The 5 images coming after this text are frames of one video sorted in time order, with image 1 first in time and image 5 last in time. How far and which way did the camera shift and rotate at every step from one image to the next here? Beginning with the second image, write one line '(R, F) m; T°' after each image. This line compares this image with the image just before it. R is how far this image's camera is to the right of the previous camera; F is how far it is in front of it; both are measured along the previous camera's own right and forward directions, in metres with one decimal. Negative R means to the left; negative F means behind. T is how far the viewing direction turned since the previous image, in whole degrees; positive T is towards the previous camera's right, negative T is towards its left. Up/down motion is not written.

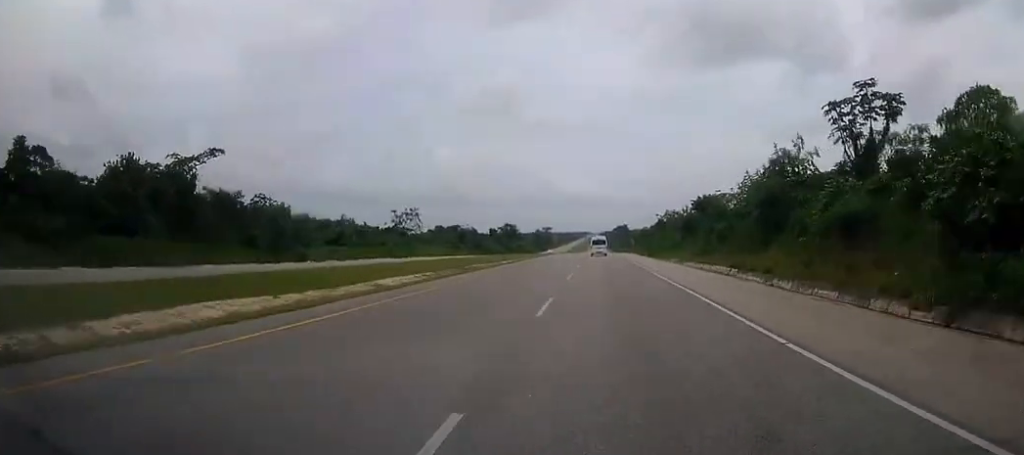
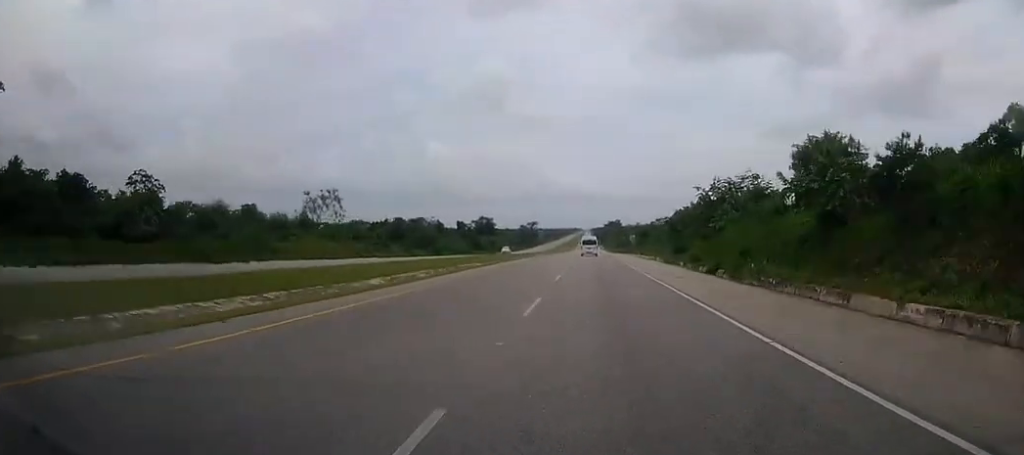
(-0.1, +48.9) m; 0°
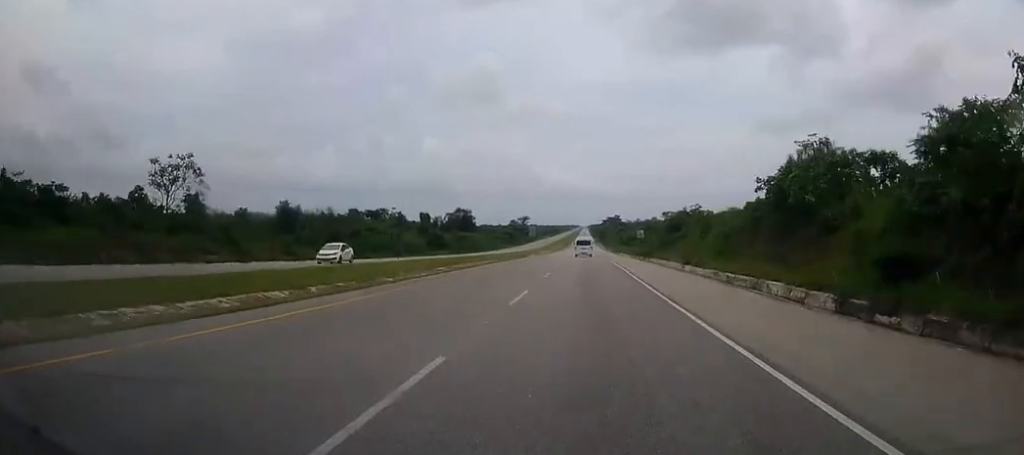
(+0.3, +46.0) m; 0°
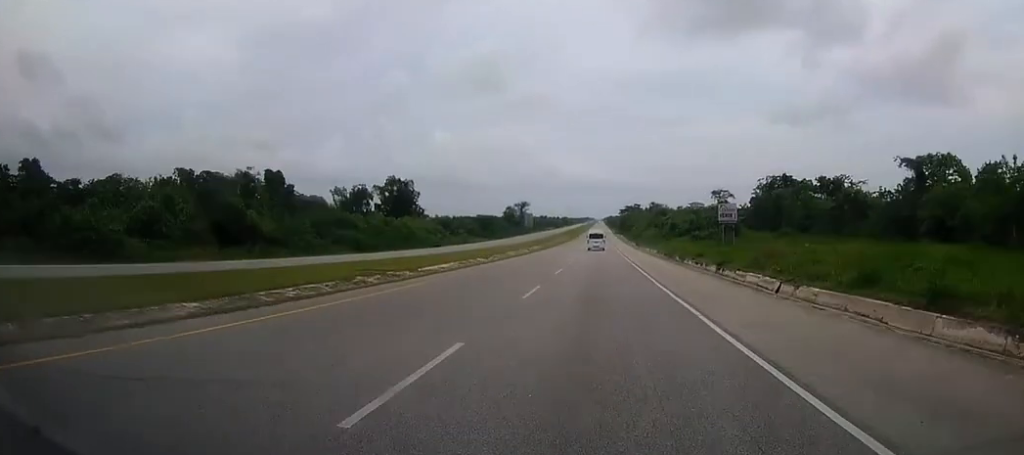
(-0.4, +93.8) m; -1°
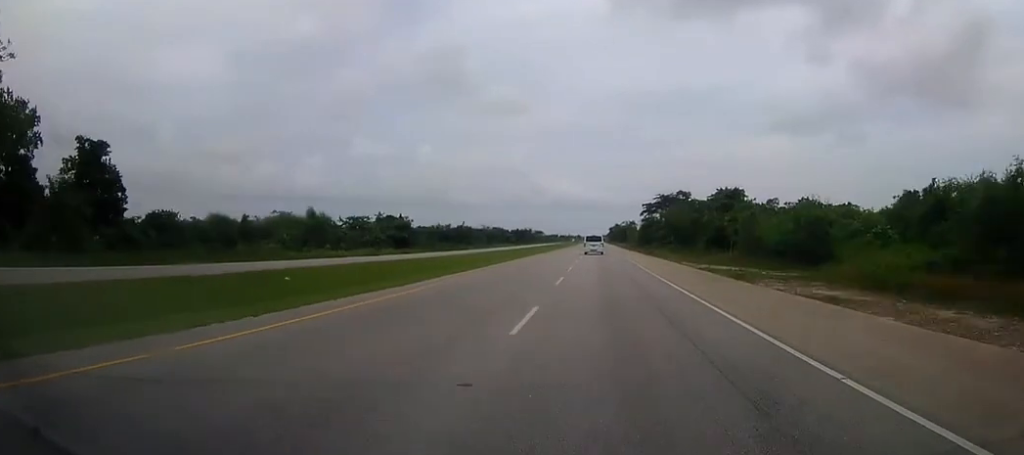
(+1.1, +330.7) m; 0°
